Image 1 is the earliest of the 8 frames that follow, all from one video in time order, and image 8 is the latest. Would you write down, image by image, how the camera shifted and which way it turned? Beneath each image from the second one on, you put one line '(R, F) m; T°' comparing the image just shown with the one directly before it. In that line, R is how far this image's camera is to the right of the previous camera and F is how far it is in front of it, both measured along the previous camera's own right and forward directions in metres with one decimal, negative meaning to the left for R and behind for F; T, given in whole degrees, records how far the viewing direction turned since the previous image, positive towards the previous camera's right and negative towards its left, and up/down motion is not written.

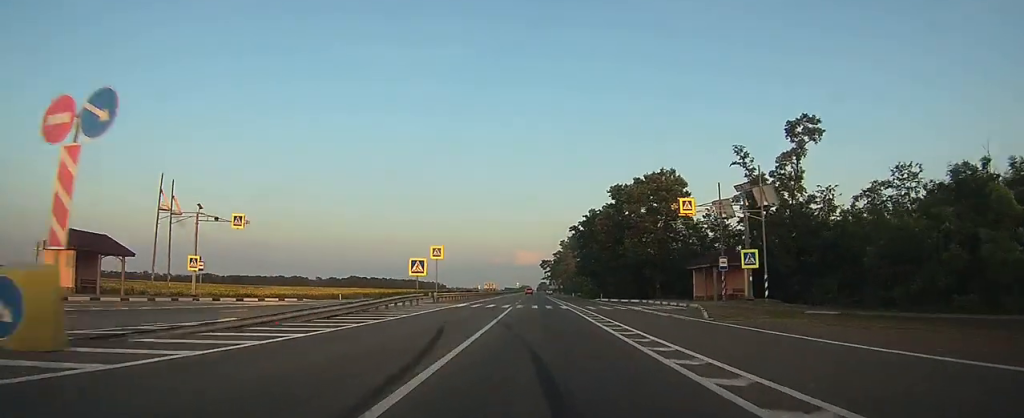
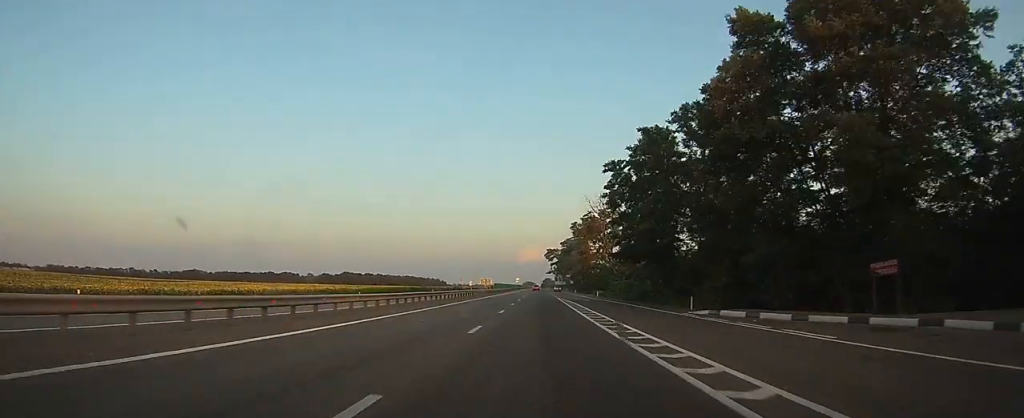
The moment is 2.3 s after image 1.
(+0.1, +45.5) m; 0°
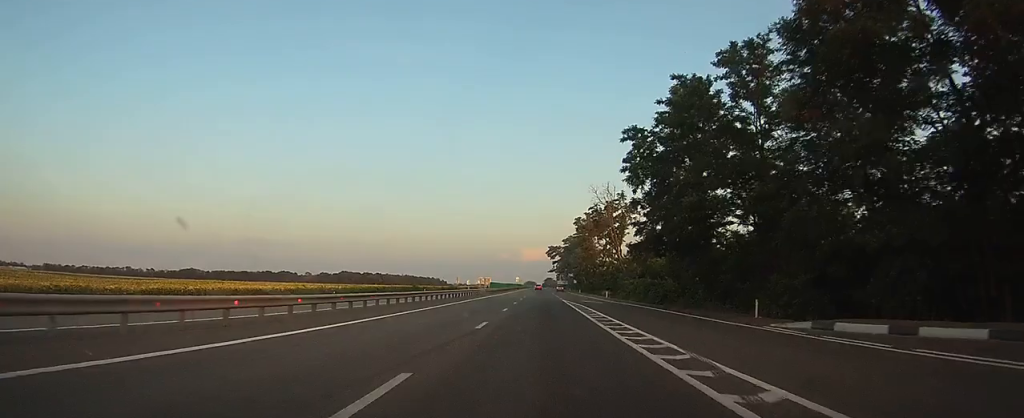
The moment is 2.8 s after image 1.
(0.0, +10.2) m; 0°
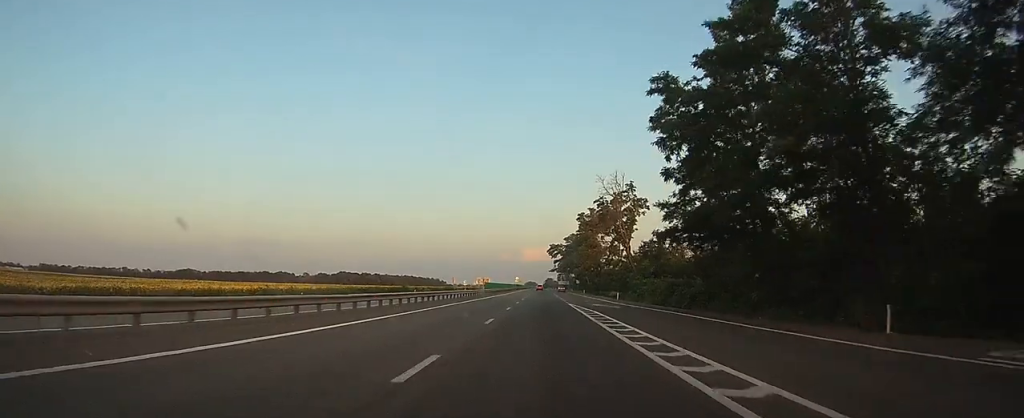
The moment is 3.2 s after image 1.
(0.0, +9.6) m; 0°
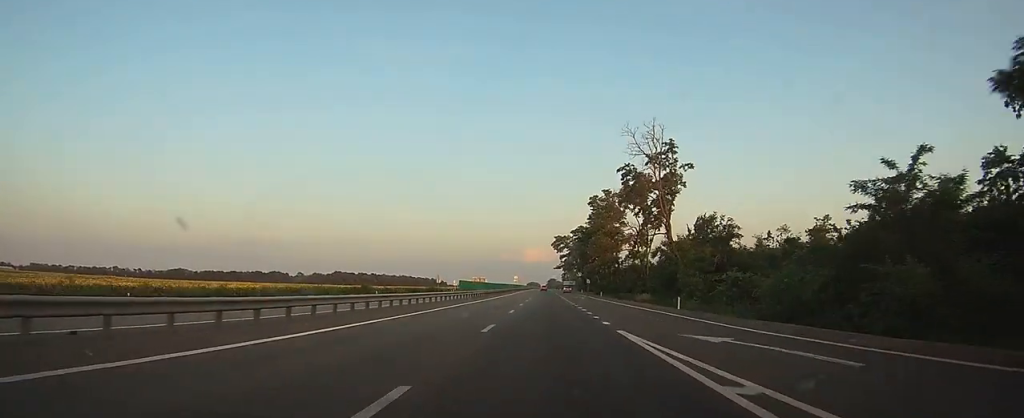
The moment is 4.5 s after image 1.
(-0.1, +26.9) m; 0°
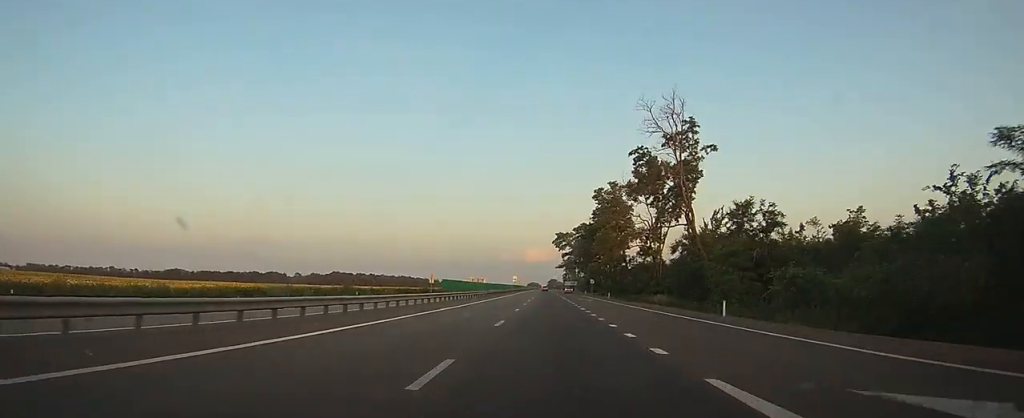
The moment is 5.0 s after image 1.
(0.0, +9.1) m; 0°
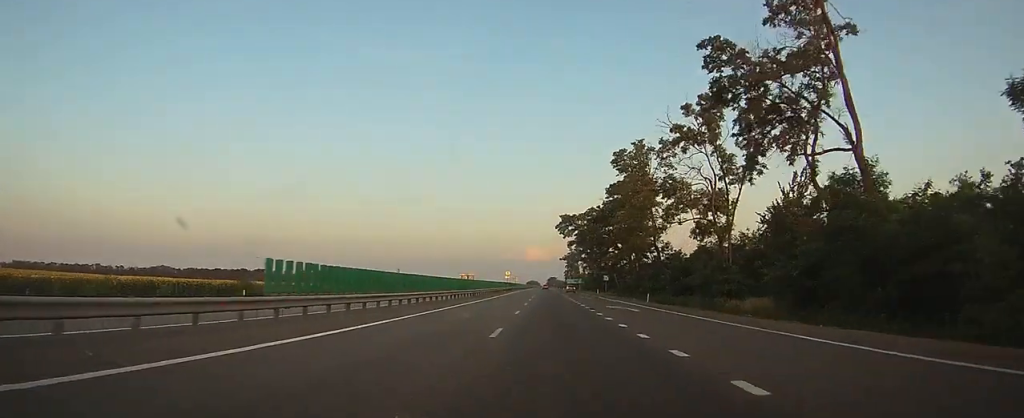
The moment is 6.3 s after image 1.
(-0.1, +28.1) m; 0°
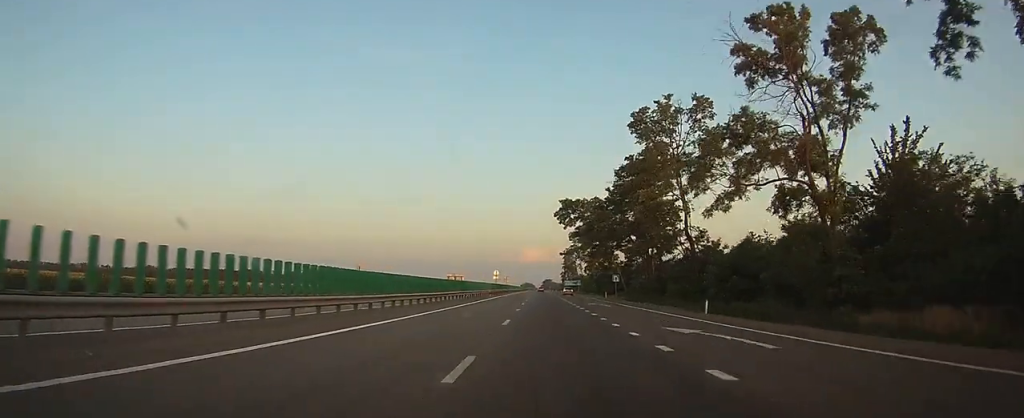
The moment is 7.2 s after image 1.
(+0.1, +18.5) m; 0°
